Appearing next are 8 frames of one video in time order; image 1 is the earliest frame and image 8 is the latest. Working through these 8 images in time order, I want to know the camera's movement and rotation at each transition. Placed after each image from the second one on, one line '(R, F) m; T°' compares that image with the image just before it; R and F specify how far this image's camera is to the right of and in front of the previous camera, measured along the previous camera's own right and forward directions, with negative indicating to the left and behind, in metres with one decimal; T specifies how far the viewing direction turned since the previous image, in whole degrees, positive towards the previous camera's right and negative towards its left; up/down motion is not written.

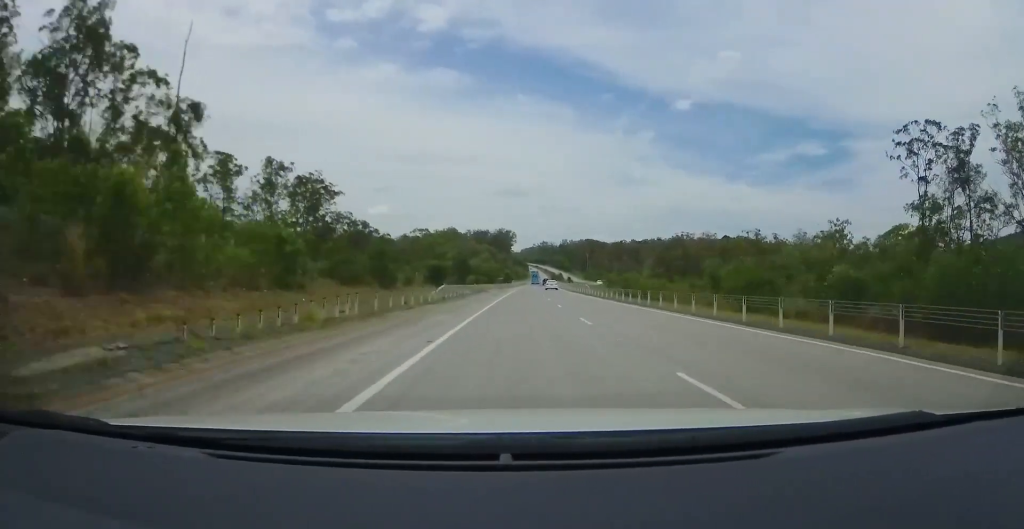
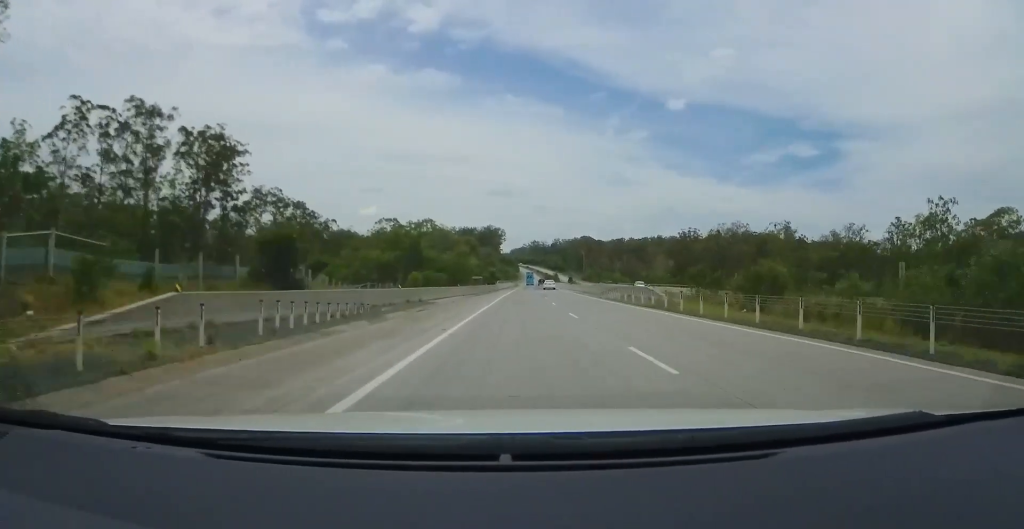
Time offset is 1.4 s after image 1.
(+0.5, +44.2) m; +2°
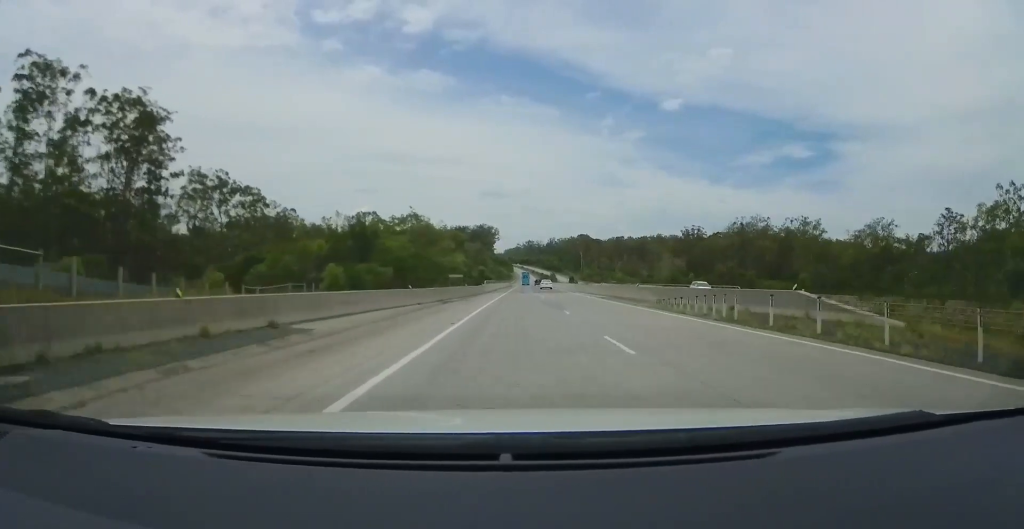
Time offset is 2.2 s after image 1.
(+0.3, +21.9) m; +1°
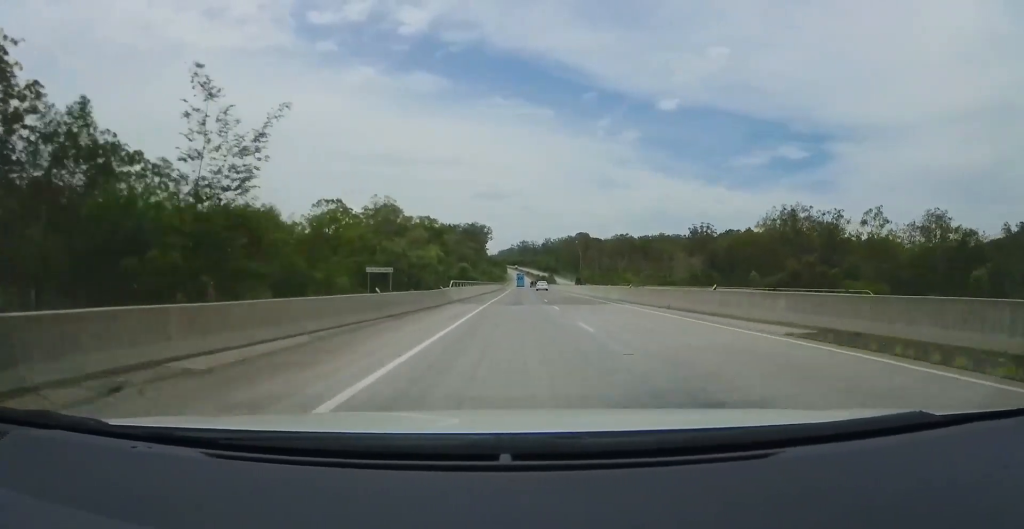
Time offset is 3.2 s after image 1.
(+0.2, +30.4) m; 0°
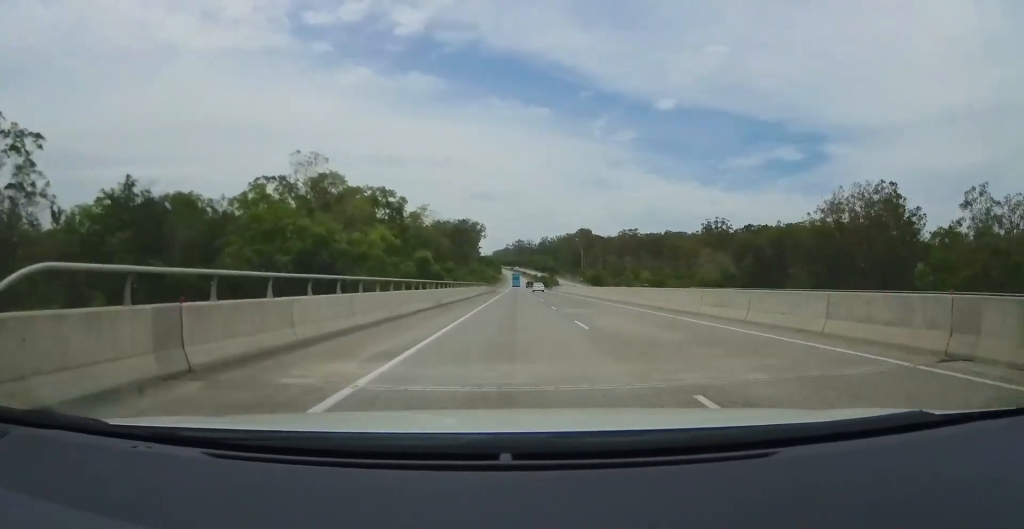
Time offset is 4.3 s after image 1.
(-0.2, +33.9) m; 0°
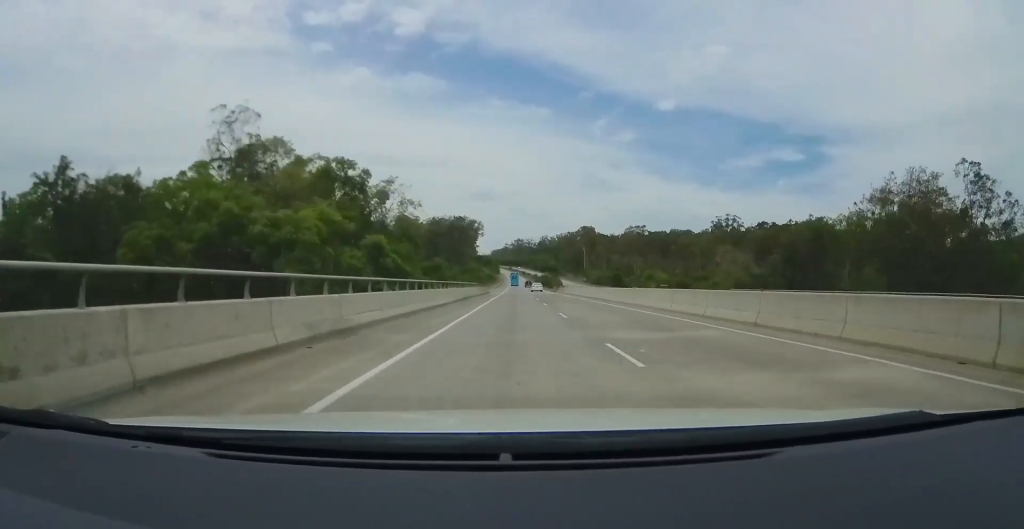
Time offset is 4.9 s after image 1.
(0.0, +18.1) m; 0°
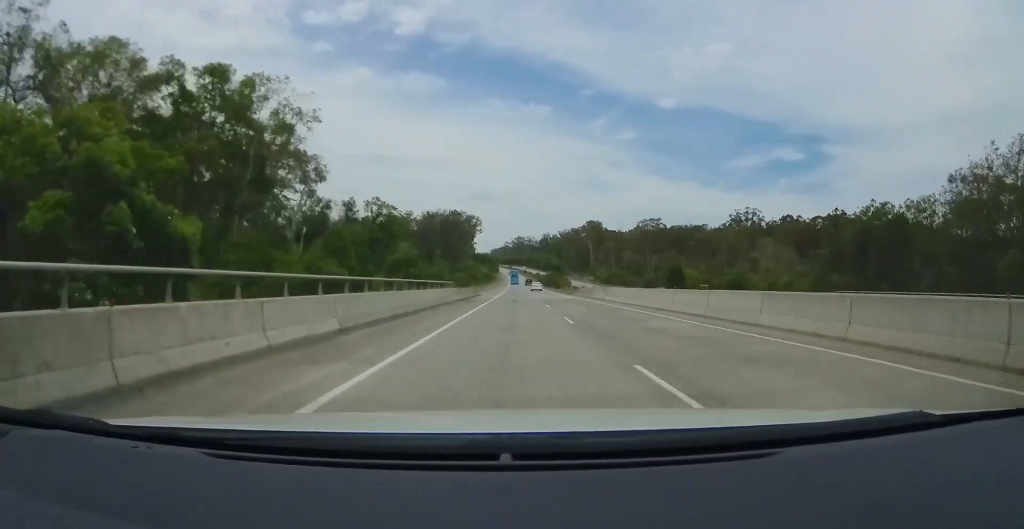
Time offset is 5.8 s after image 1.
(+0.3, +26.5) m; 0°
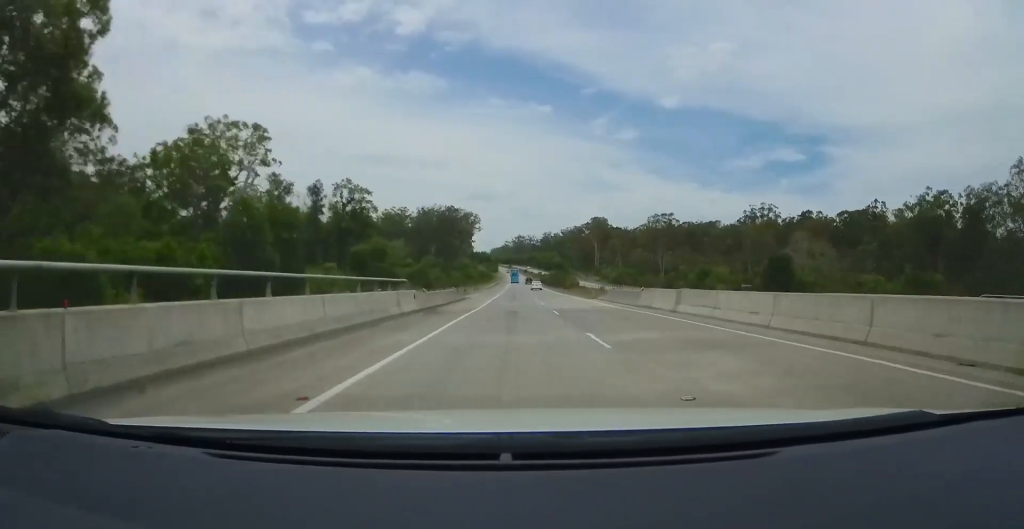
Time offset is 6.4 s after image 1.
(-0.1, +18.2) m; 0°
